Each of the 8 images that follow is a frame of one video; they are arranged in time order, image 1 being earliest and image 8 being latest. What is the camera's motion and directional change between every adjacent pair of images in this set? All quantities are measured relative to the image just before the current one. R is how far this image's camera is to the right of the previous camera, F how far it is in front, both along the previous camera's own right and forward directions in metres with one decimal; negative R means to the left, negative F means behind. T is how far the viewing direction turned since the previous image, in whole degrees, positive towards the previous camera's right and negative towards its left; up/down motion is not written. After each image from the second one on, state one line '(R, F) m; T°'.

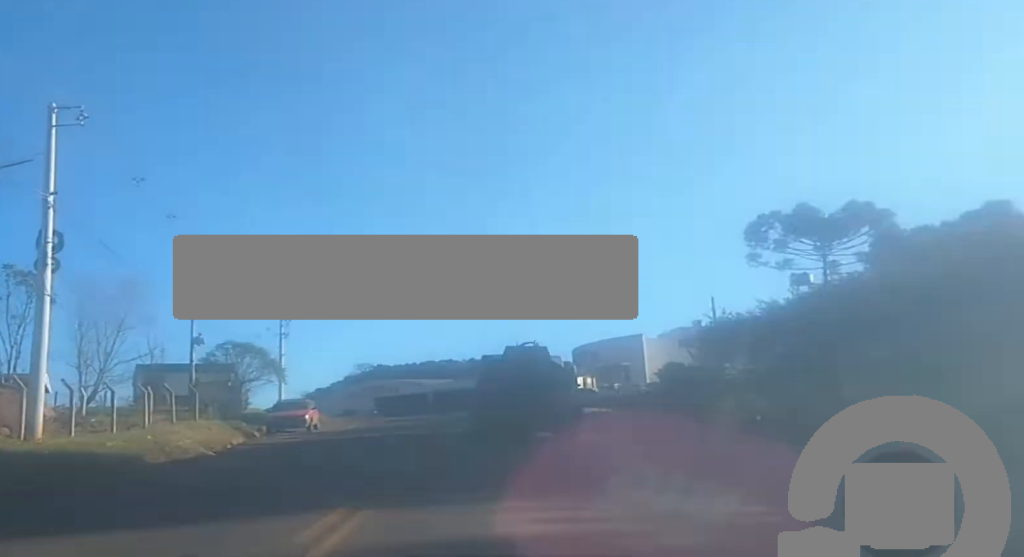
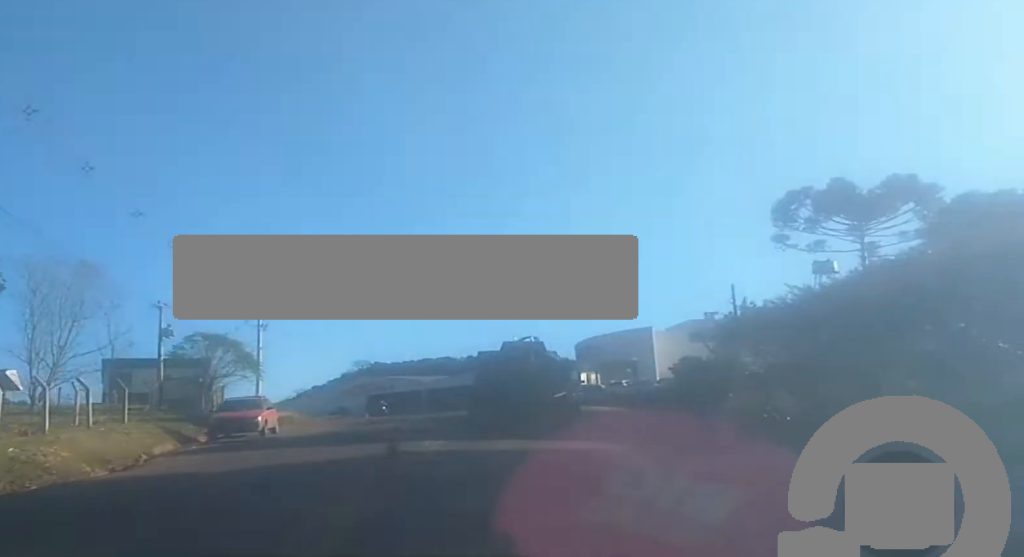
(+0.1, +7.6) m; 0°
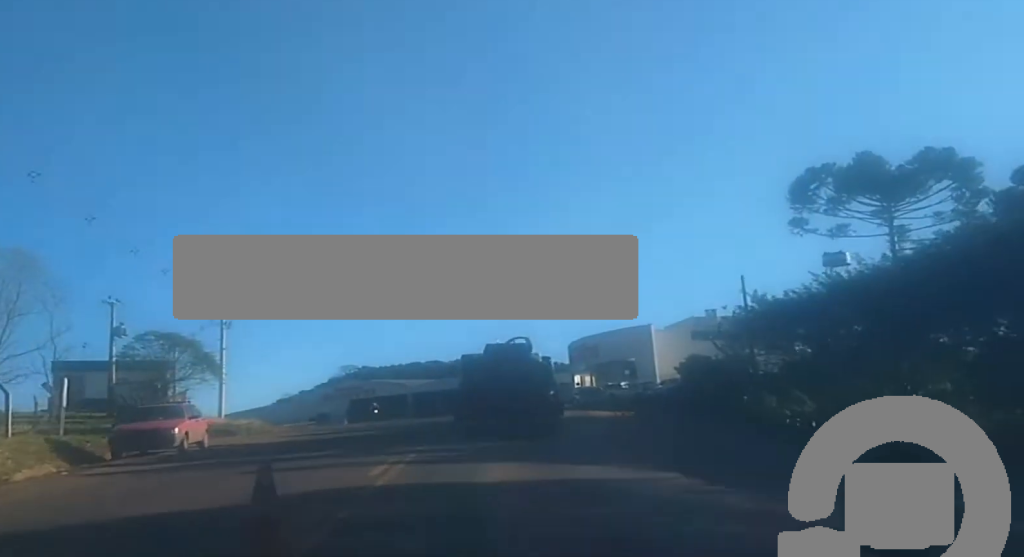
(0.0, +7.6) m; 0°
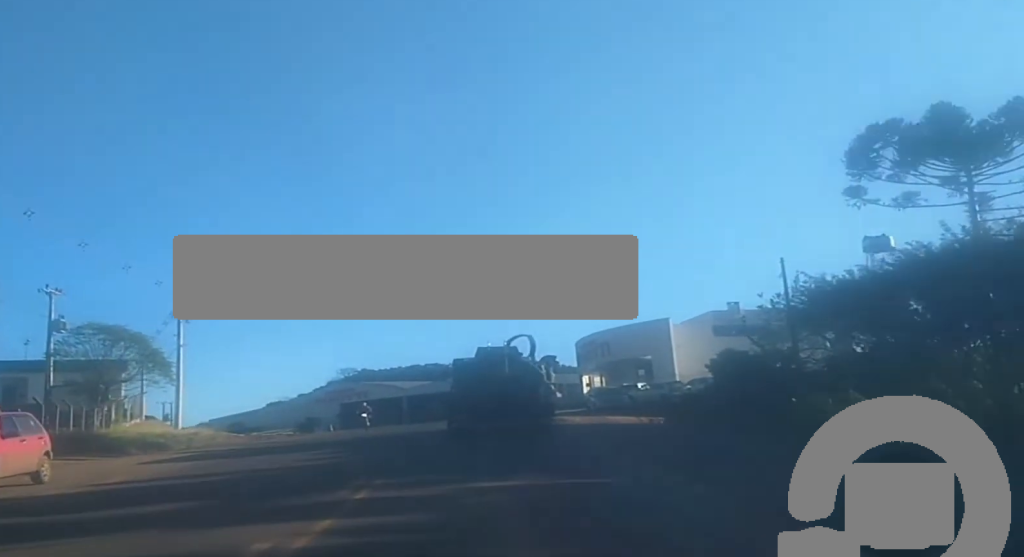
(0.0, +9.6) m; 0°
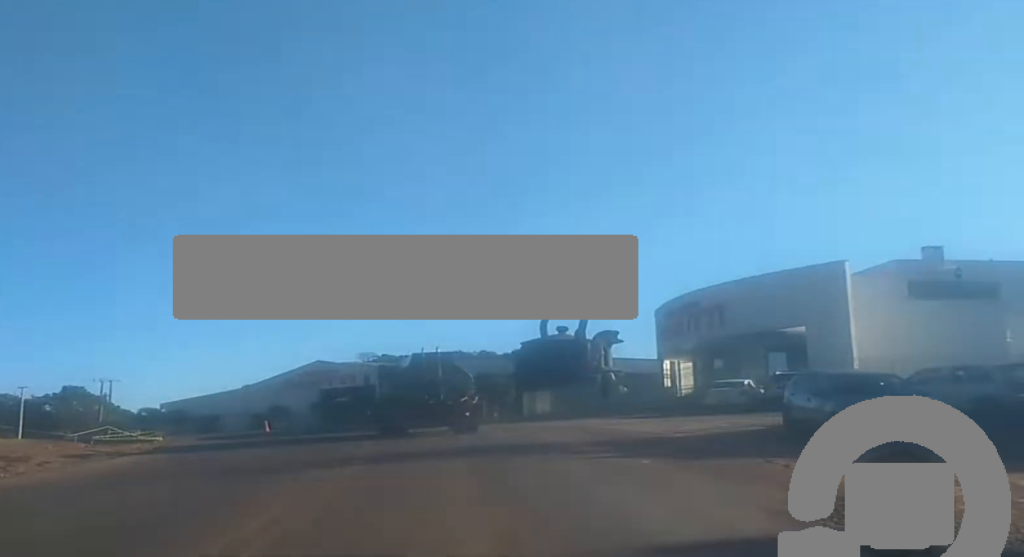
(-0.1, +36.1) m; +1°
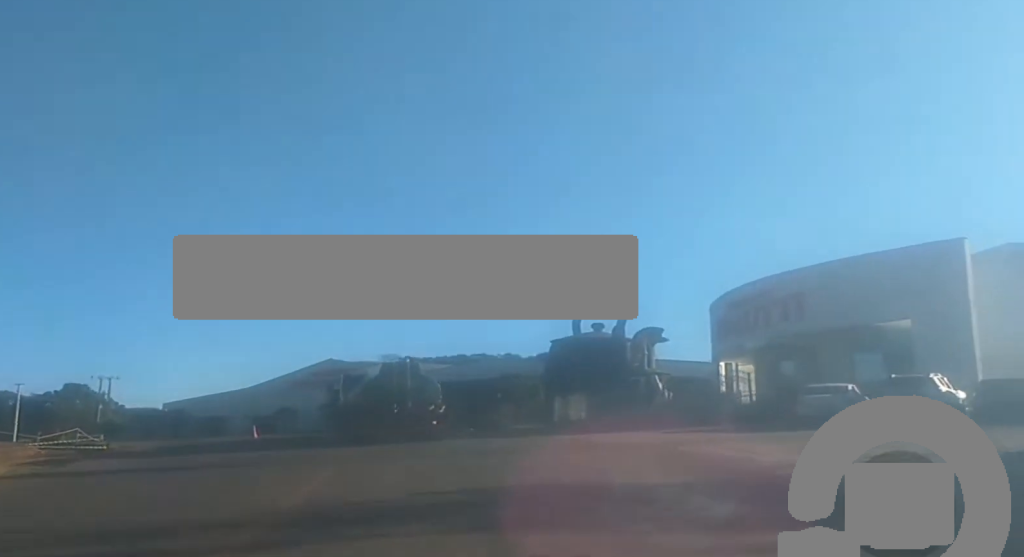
(+0.1, +9.1) m; -1°
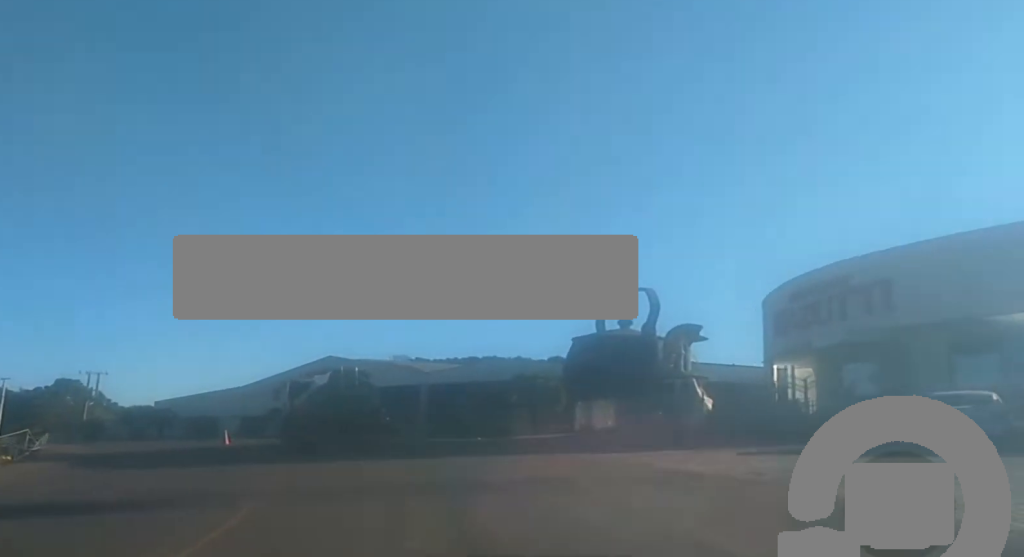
(0.0, +8.3) m; -2°
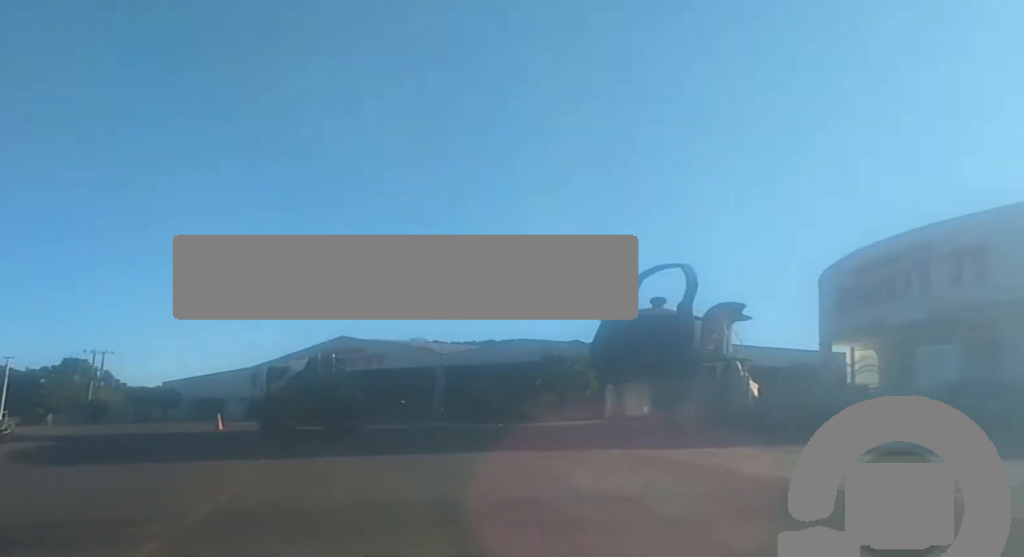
(-0.1, +4.9) m; -2°
